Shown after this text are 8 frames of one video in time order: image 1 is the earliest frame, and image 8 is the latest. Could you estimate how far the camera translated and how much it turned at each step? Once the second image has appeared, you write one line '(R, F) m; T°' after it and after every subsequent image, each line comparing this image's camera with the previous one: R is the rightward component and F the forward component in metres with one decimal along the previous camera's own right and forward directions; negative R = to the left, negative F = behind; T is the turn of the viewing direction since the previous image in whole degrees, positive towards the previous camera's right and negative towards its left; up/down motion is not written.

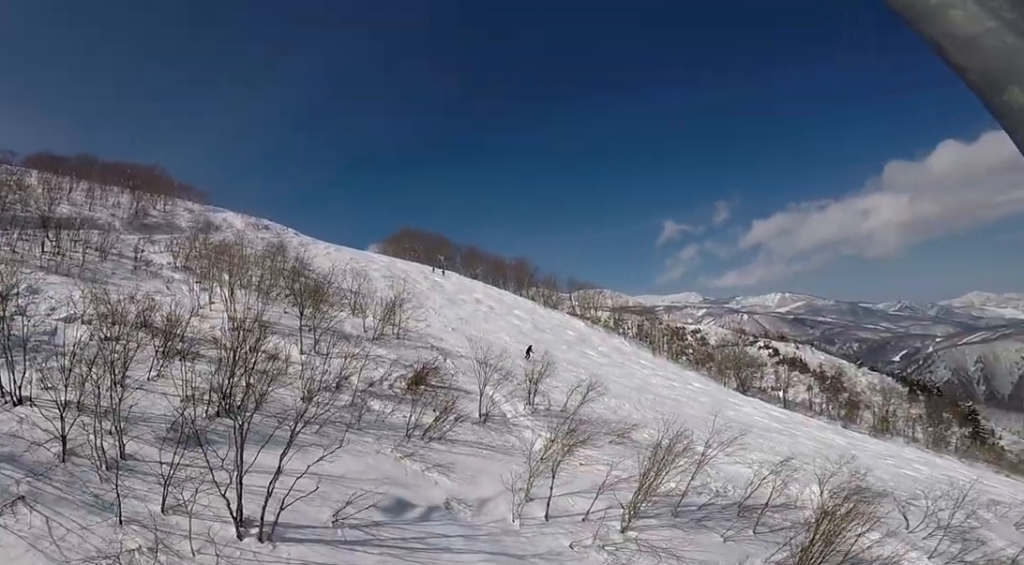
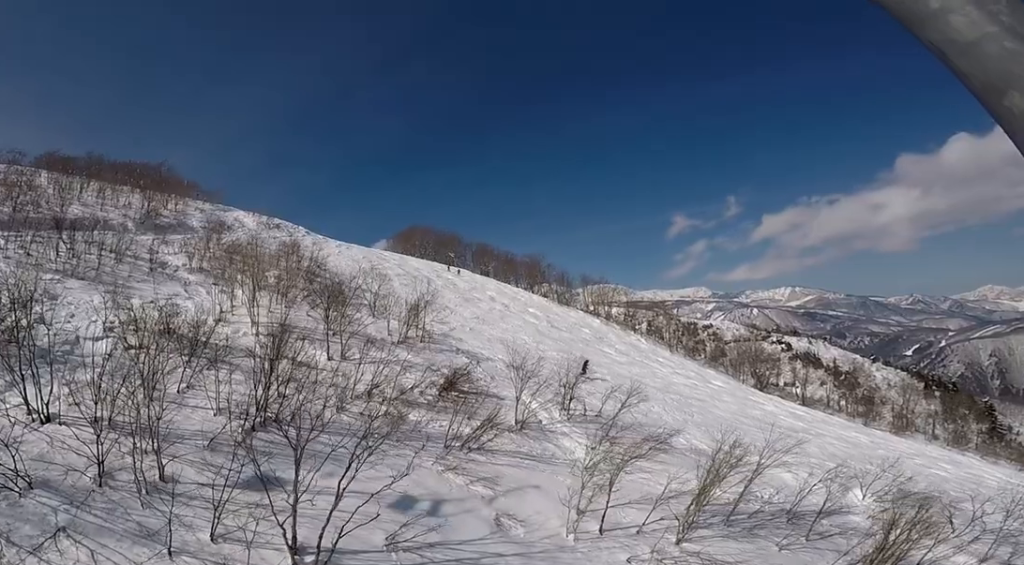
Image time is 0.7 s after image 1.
(0.0, +1.1) m; 0°
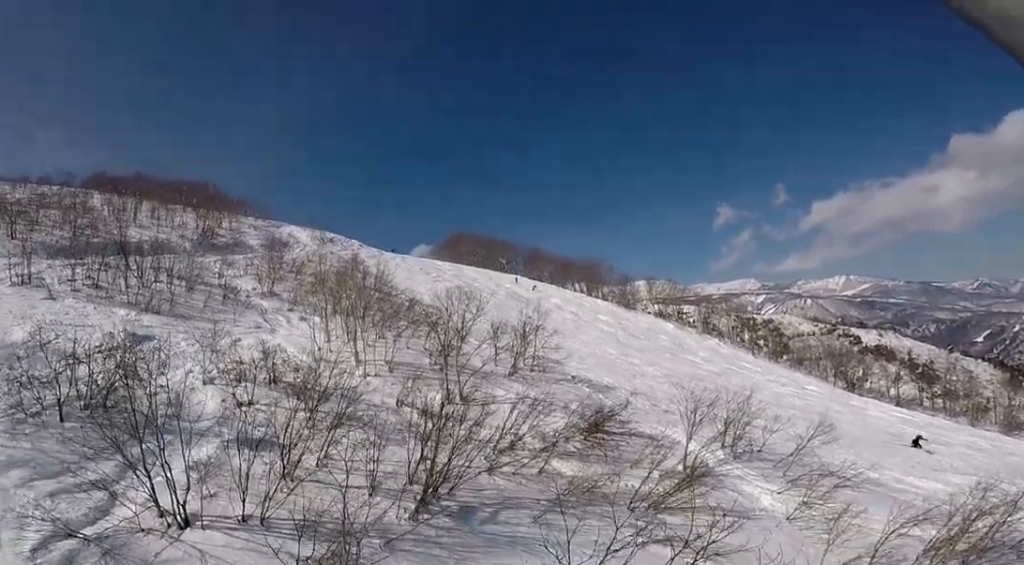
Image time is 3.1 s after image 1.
(0.0, +4.2) m; 0°
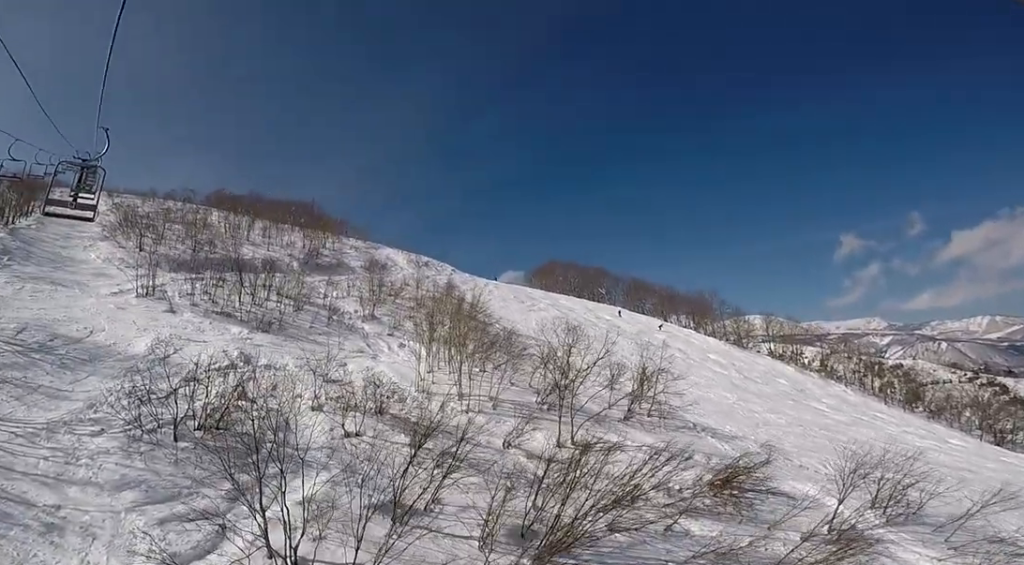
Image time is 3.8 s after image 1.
(0.0, +1.3) m; 0°
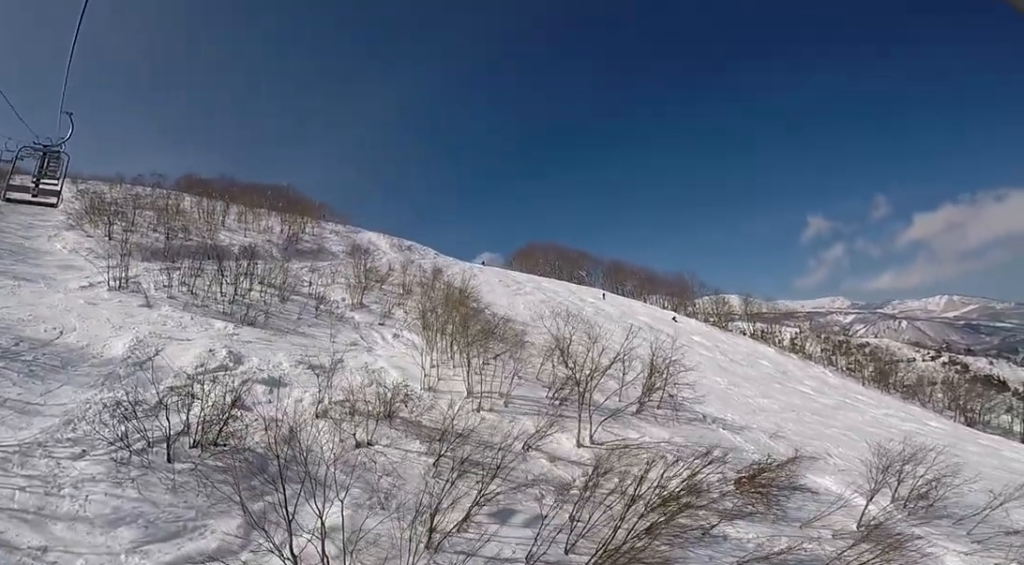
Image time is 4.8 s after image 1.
(0.0, +1.7) m; 0°
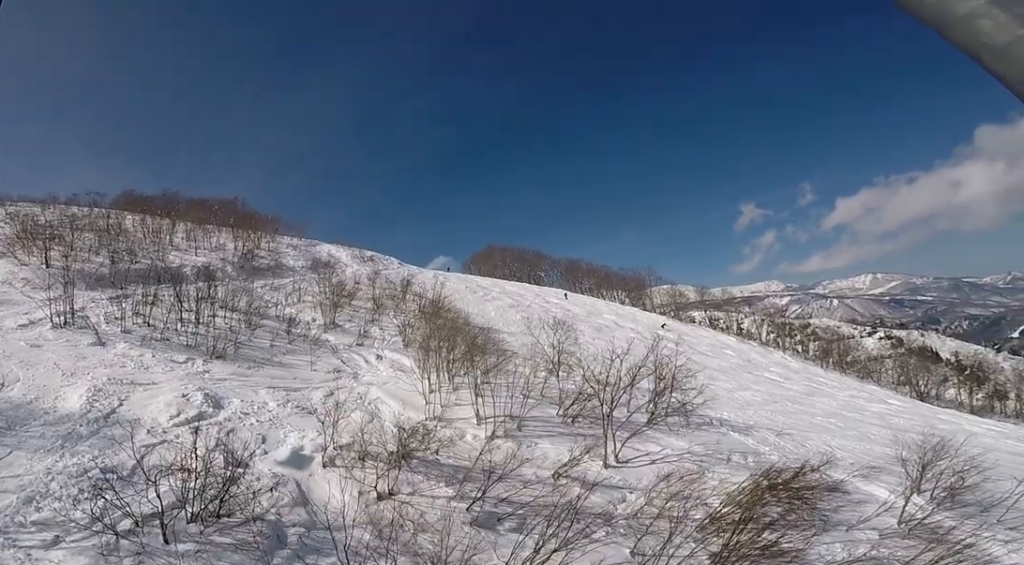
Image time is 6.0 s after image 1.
(0.0, +2.4) m; 0°
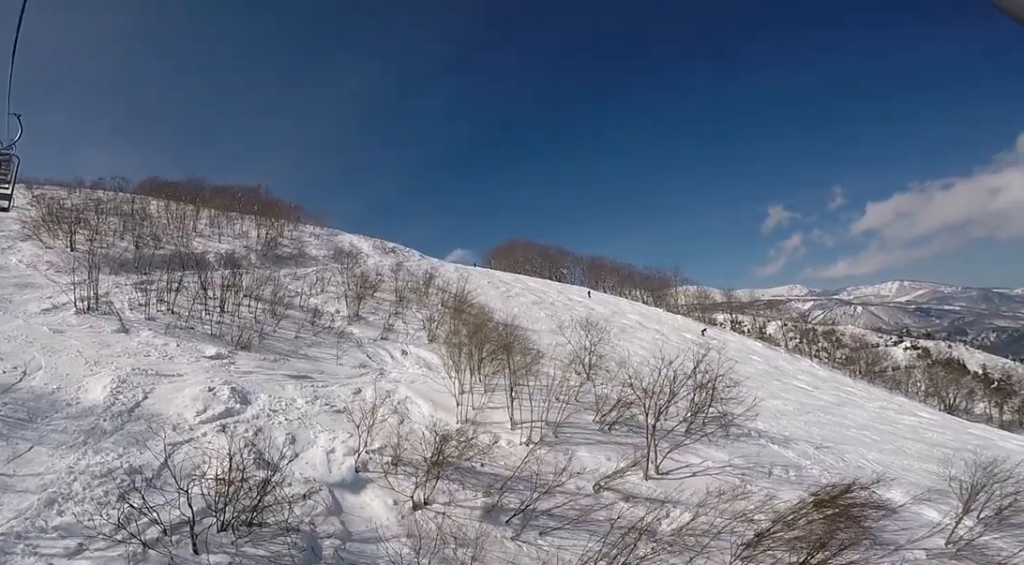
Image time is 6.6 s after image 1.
(0.0, +1.0) m; 0°
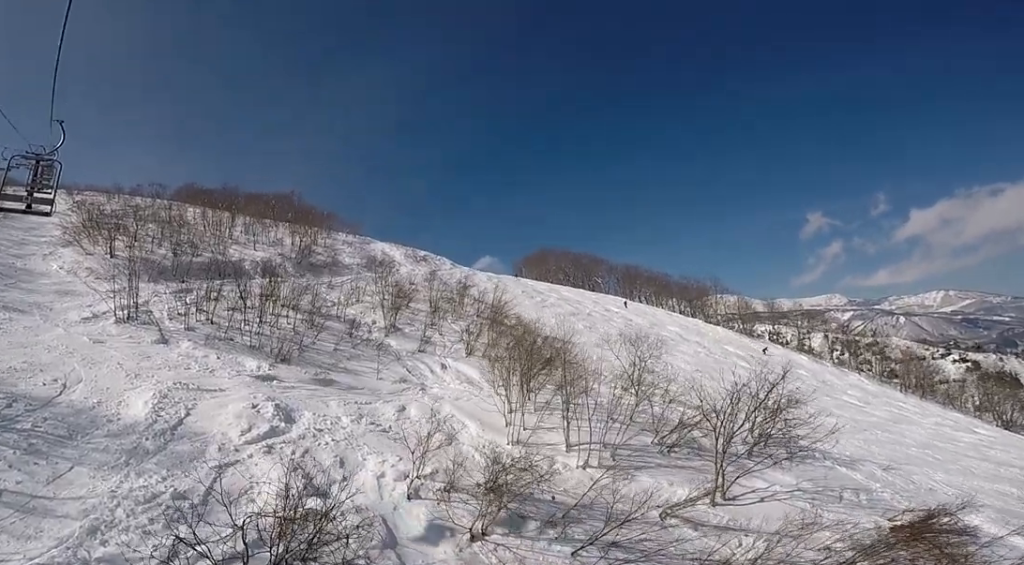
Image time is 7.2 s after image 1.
(0.0, +1.1) m; 0°
